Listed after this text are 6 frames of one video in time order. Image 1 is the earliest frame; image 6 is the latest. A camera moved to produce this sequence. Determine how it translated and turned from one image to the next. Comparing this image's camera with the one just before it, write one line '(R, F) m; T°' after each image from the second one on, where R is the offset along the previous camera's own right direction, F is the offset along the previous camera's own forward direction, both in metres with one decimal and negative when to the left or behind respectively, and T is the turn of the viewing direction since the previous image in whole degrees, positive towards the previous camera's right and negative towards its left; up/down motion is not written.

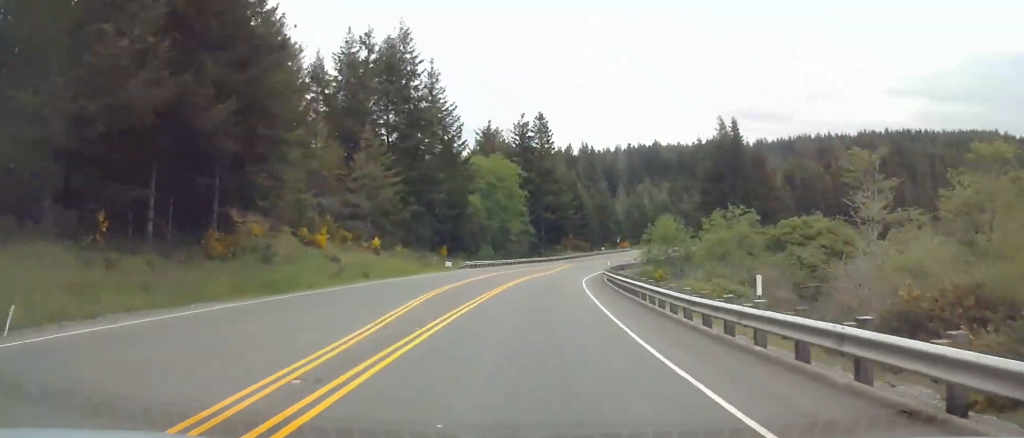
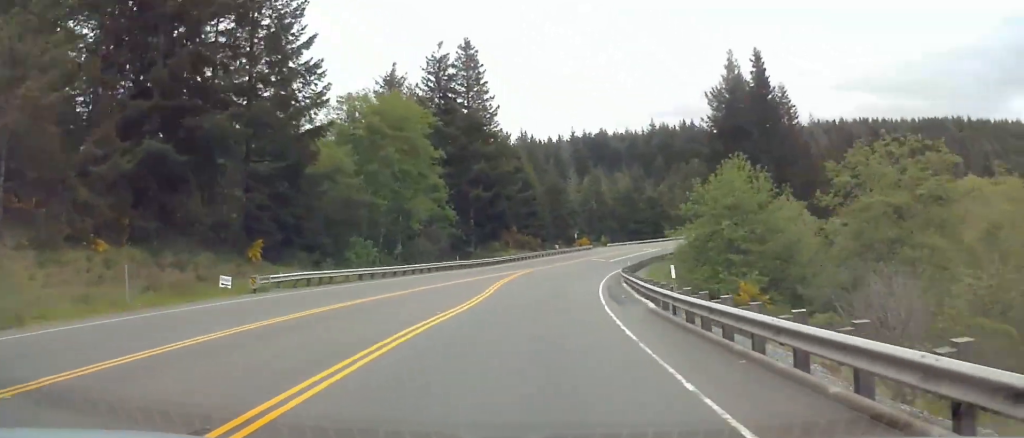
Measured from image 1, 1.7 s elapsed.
(+0.5, +44.5) m; +5°
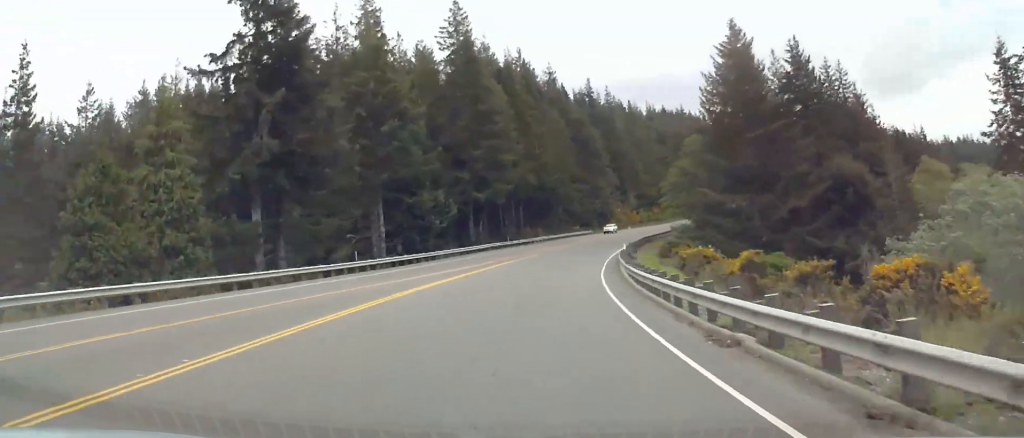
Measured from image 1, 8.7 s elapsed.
(+49.9, +165.9) m; +36°
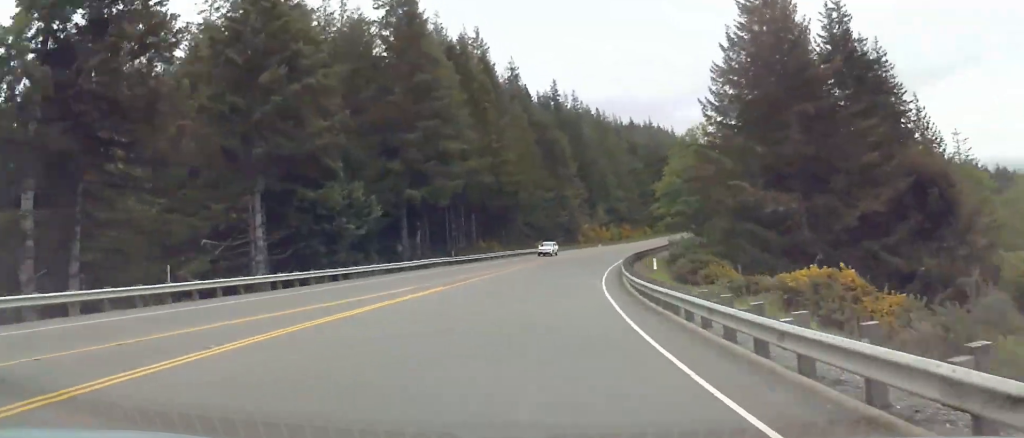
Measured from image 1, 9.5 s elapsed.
(+1.1, +20.2) m; +4°
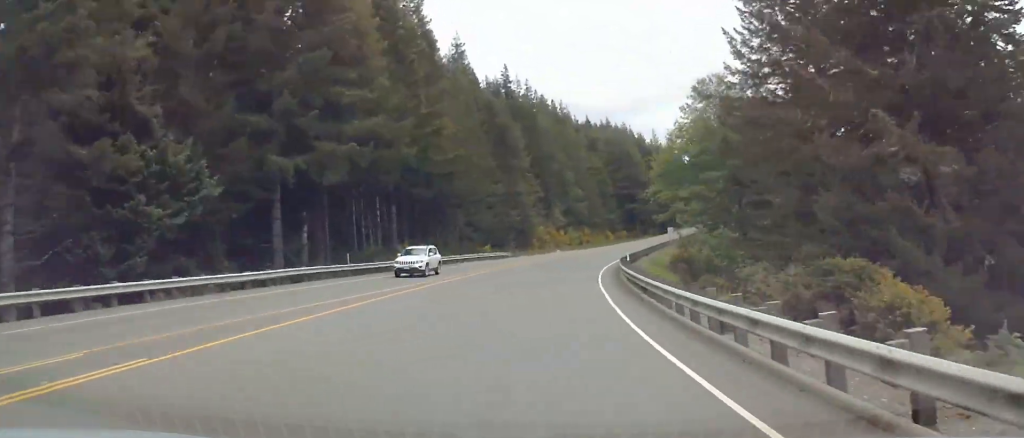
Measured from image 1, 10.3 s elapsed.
(-0.4, +21.8) m; +3°
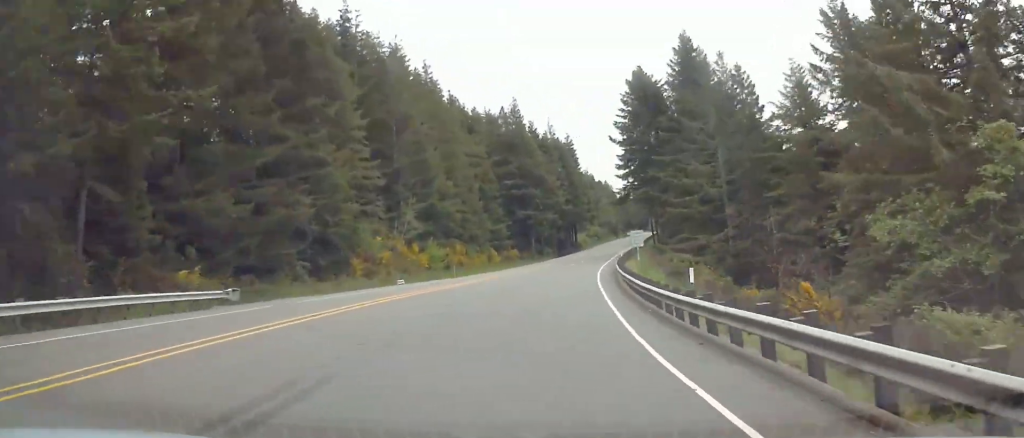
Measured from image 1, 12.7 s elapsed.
(+4.6, +57.8) m; +11°
